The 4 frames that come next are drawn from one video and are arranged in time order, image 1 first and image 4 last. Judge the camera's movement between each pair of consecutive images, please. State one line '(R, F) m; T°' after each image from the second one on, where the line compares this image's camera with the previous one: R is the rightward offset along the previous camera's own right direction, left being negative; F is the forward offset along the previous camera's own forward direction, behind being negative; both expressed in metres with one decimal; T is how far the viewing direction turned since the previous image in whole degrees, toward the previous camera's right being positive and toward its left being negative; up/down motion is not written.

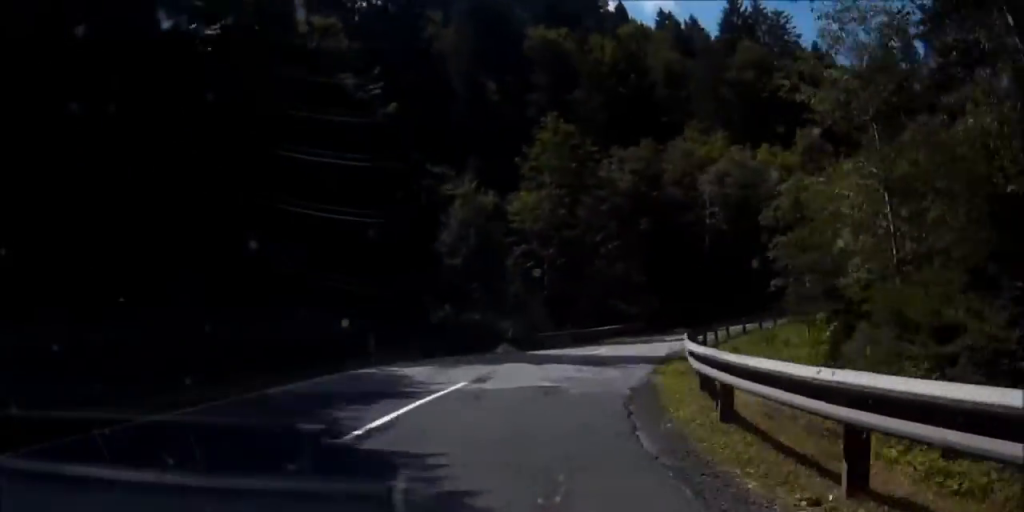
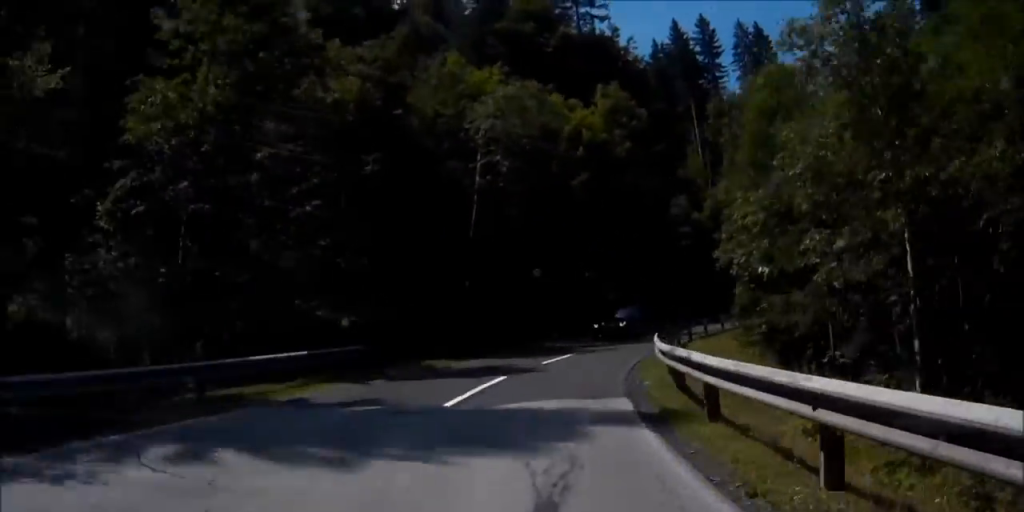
(+4.7, +25.2) m; +24°
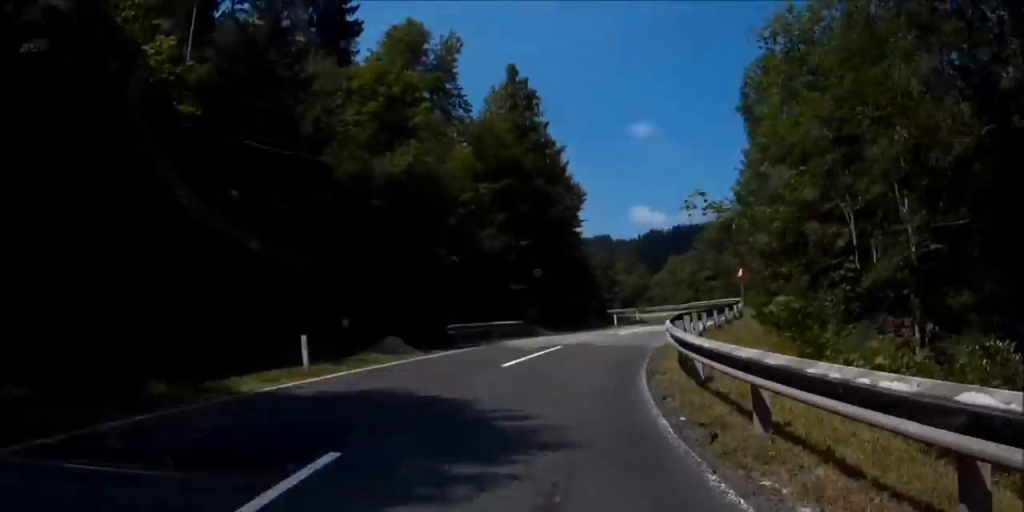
(+14.5, +49.3) m; +30°
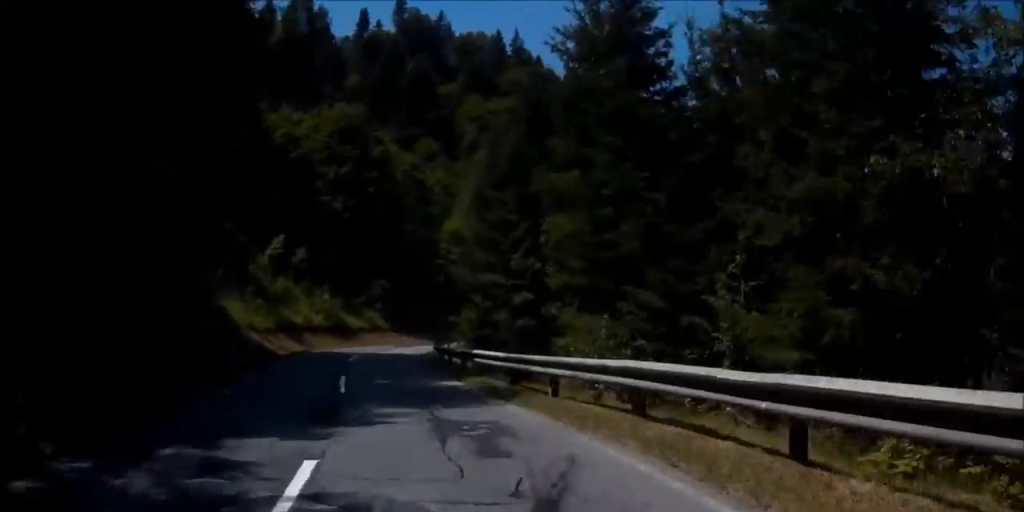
(+0.3, +105.5) m; -24°
